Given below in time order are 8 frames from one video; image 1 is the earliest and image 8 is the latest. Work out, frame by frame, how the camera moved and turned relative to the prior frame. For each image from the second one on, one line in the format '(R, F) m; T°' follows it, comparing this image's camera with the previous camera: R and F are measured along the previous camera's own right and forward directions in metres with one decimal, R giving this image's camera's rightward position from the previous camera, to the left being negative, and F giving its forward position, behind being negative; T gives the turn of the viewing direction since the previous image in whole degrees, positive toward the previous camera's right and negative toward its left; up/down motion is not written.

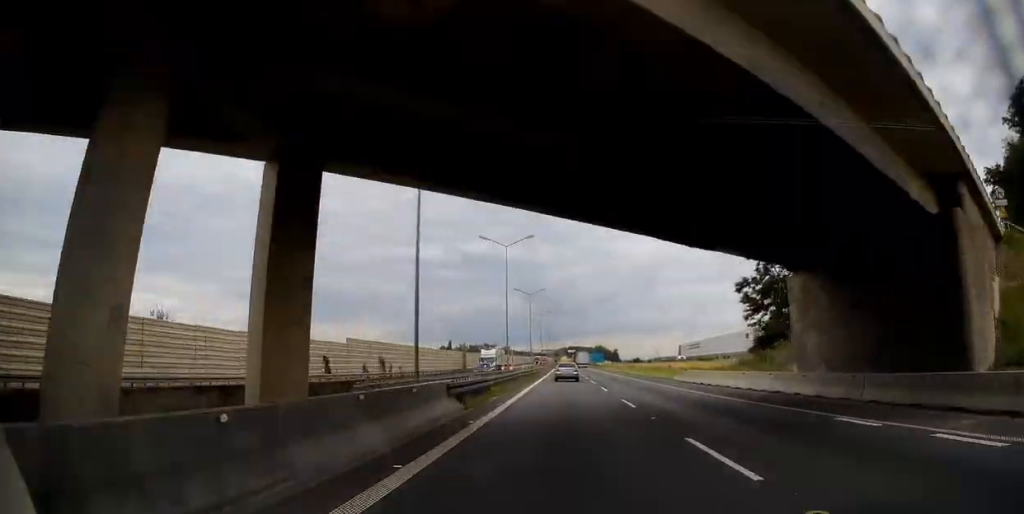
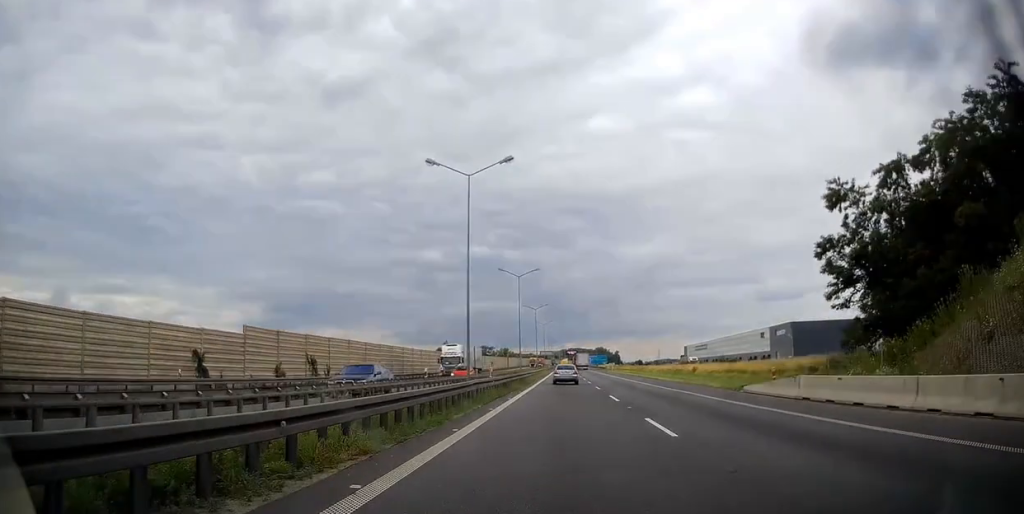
(0.0, +19.2) m; 0°
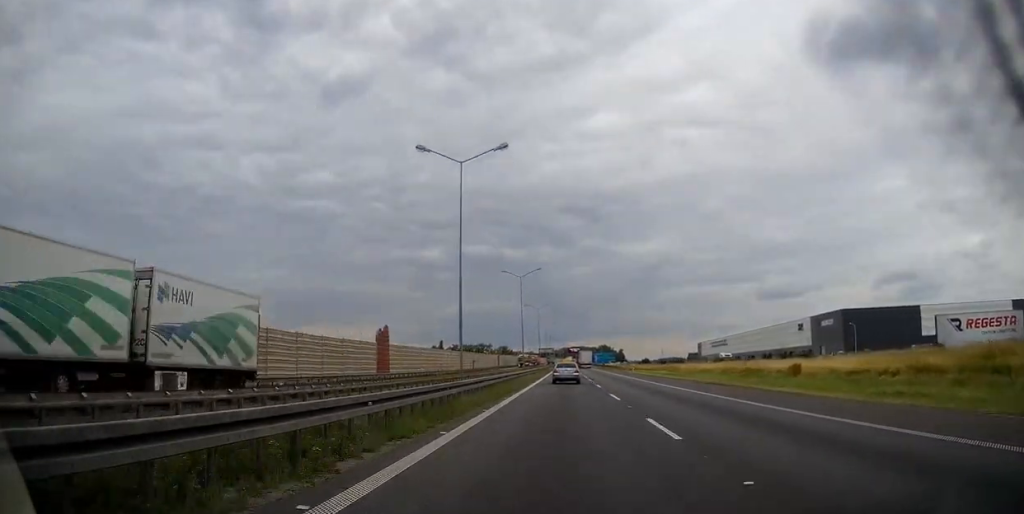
(0.0, +36.6) m; 0°
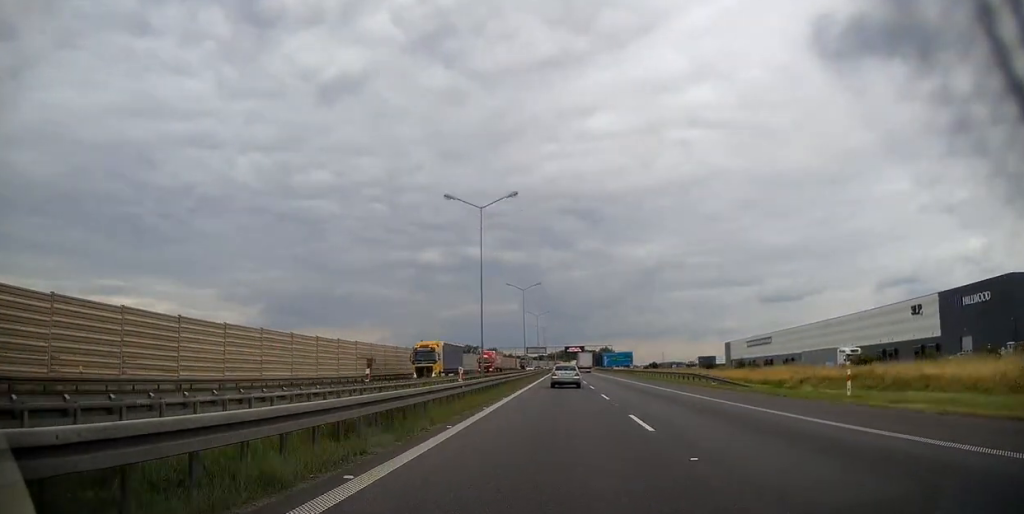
(-0.2, +70.6) m; 0°
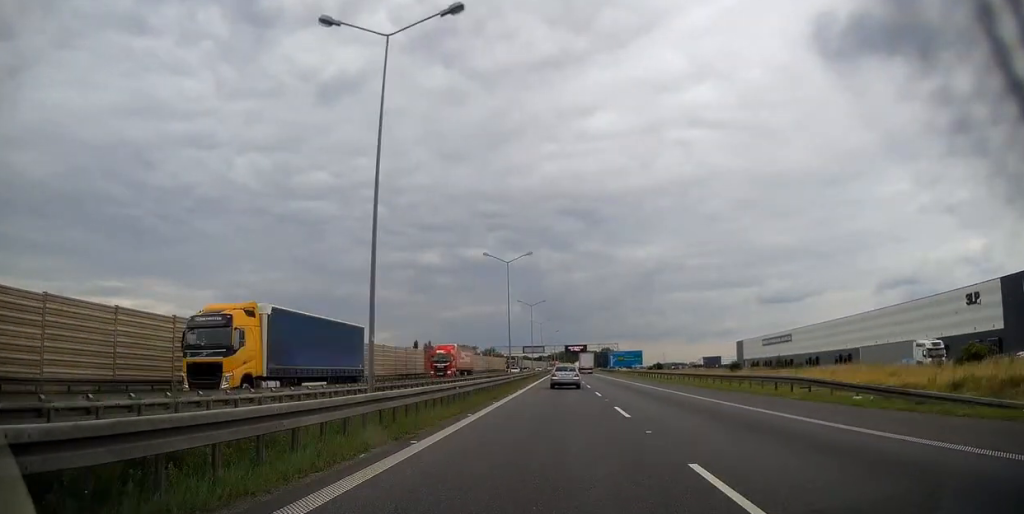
(0.0, +20.5) m; 0°
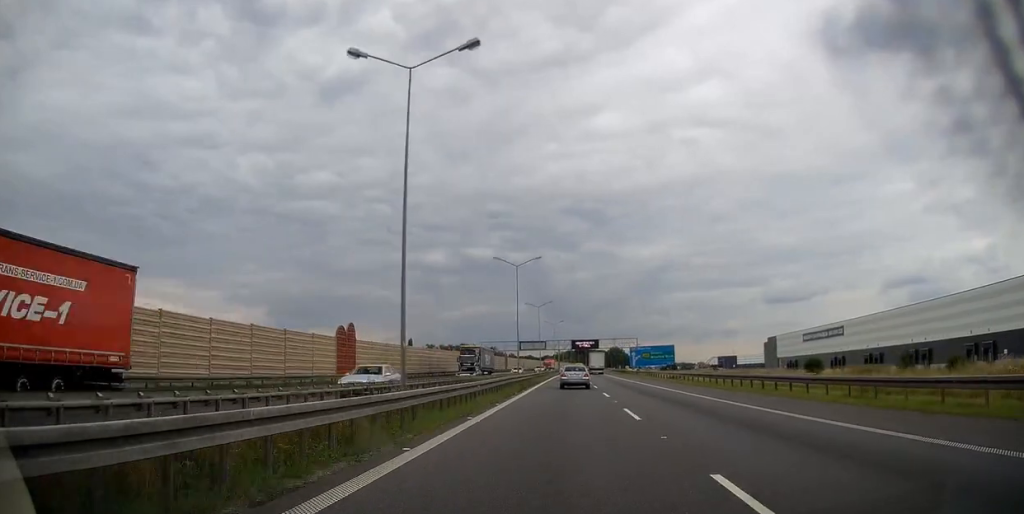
(+0.1, +37.2) m; -1°
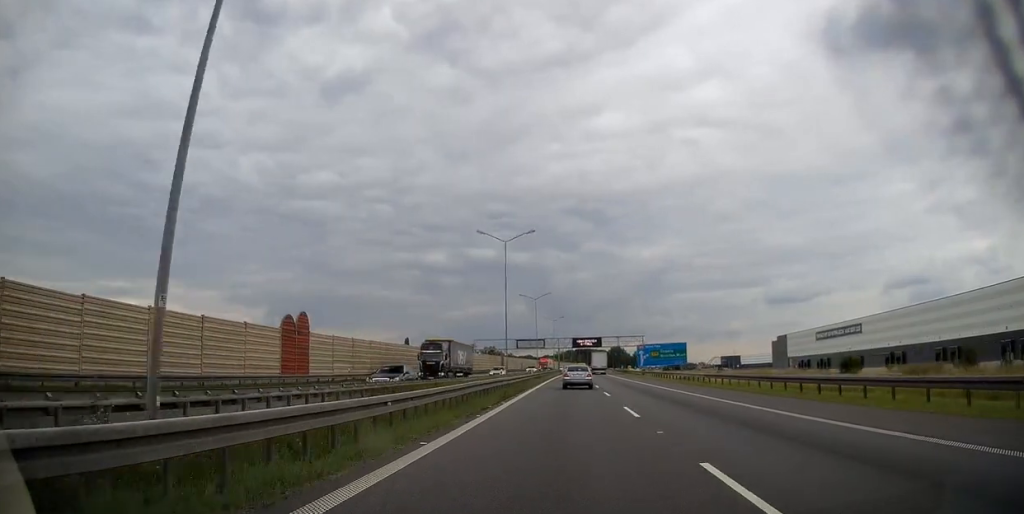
(-0.2, +11.1) m; 0°
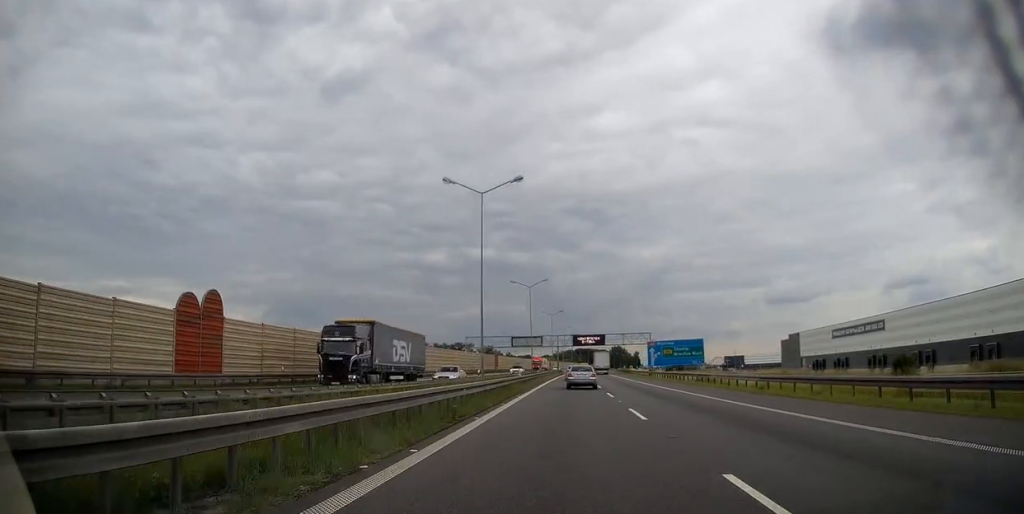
(-0.2, +12.9) m; 0°
